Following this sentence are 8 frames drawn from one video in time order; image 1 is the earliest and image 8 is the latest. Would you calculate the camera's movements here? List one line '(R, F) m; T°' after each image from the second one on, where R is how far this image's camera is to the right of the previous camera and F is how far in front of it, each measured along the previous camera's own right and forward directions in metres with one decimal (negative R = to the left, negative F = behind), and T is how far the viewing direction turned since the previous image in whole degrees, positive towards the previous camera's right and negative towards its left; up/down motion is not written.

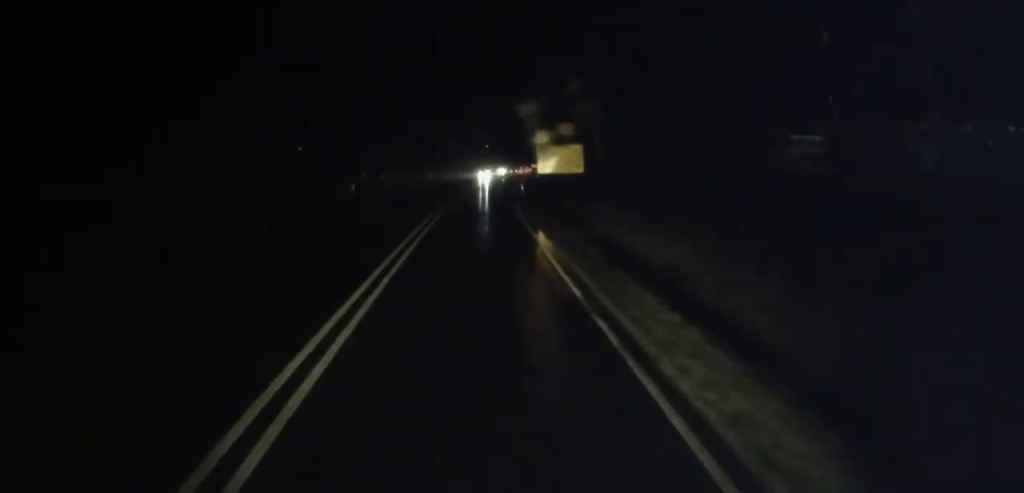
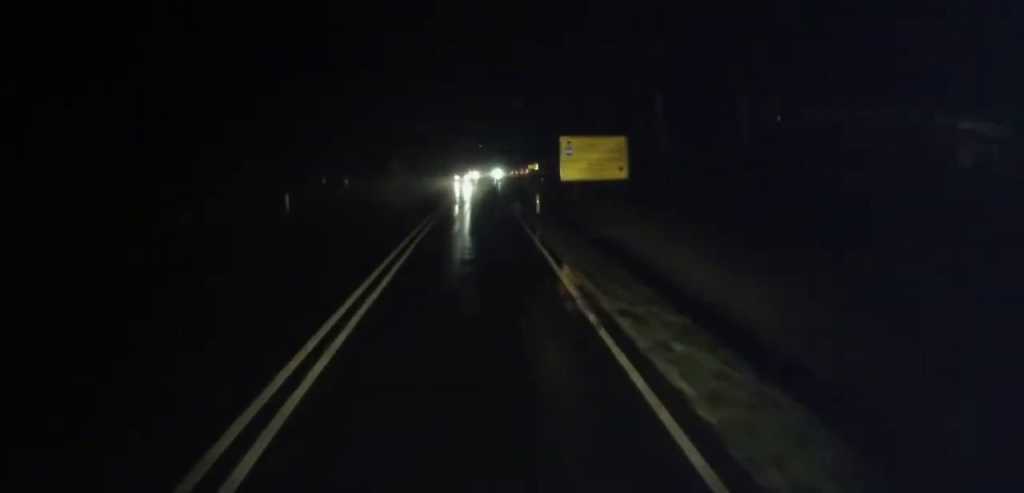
(-0.1, +16.5) m; 0°
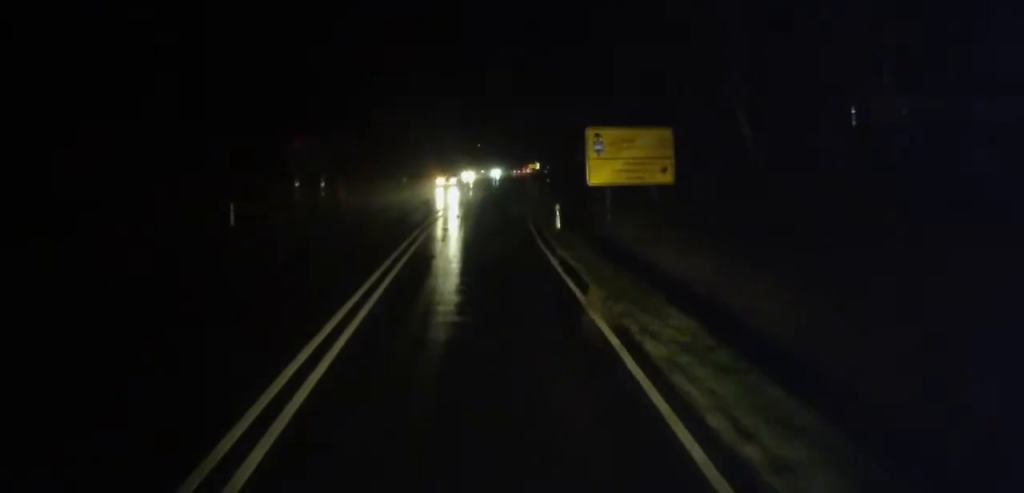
(0.0, +7.9) m; +1°
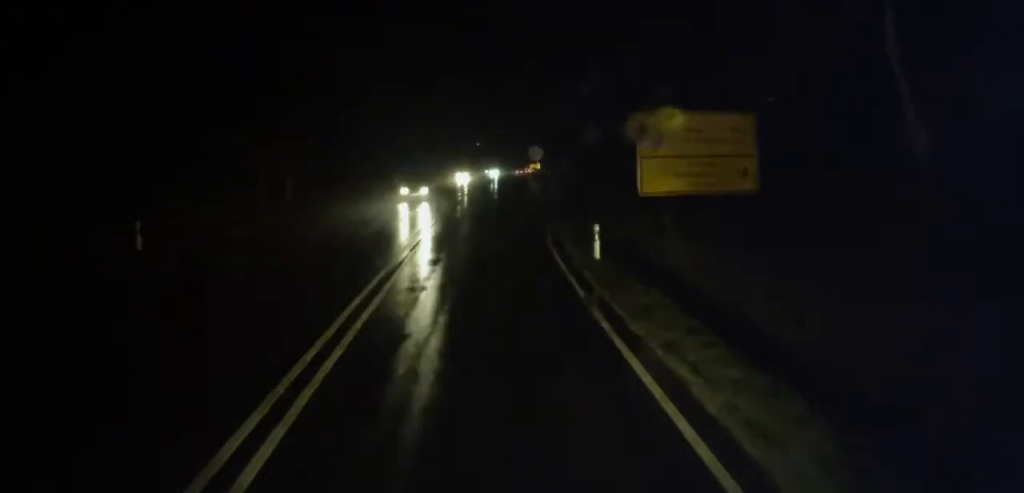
(0.0, +7.9) m; +1°
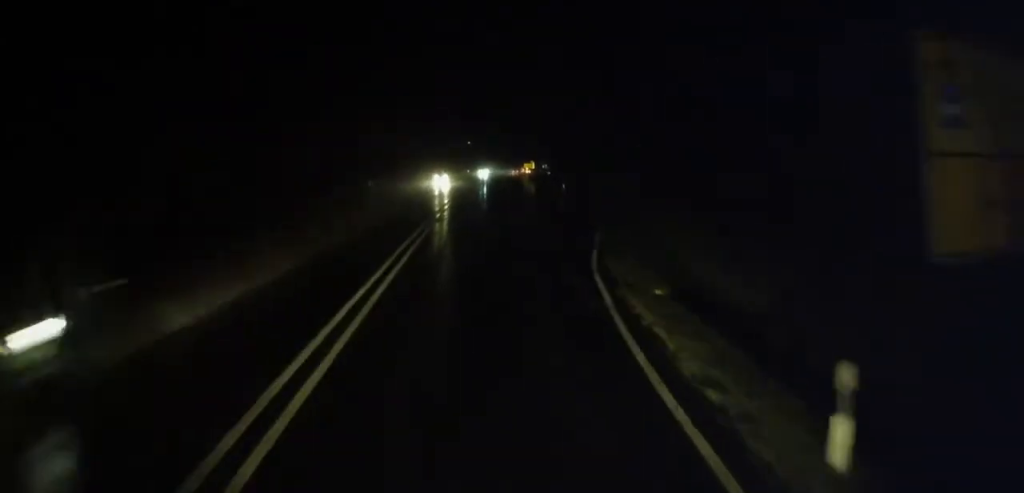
(+0.5, +11.8) m; +1°
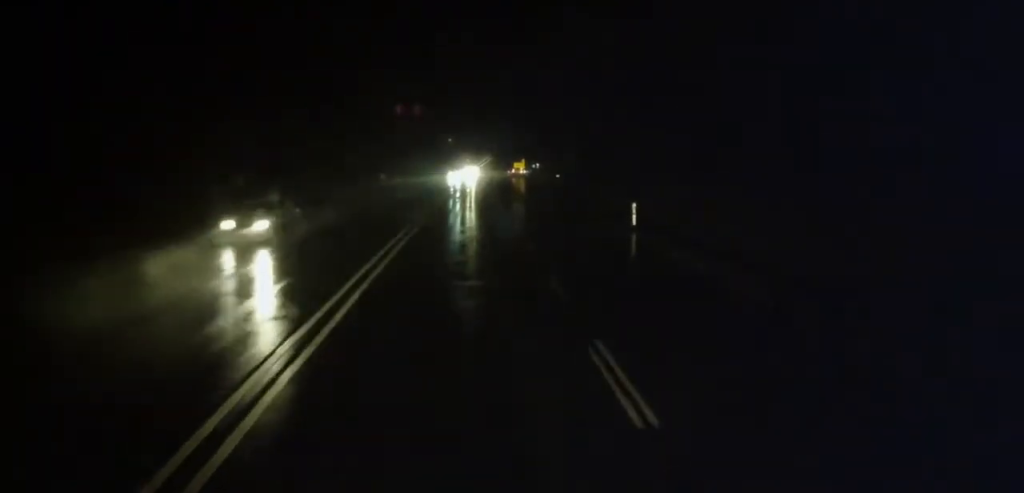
(-0.2, +29.2) m; +1°
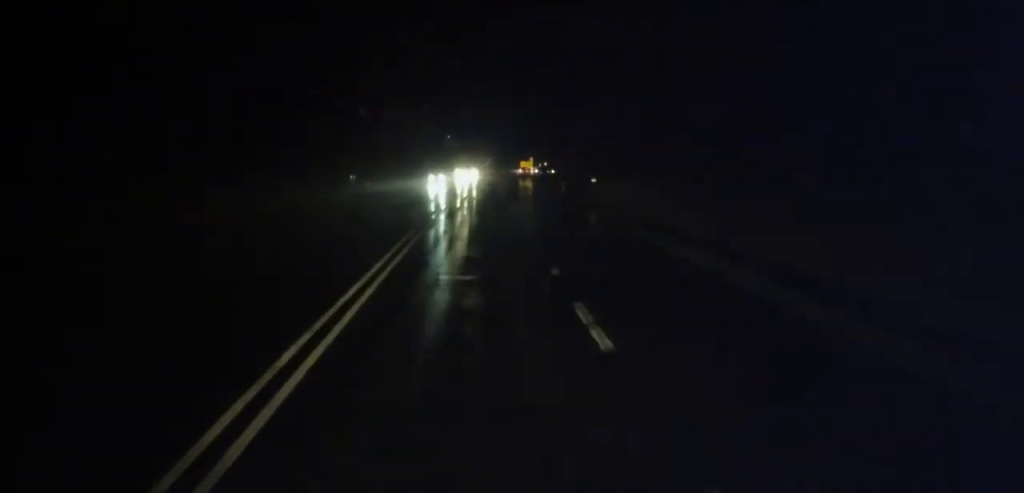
(+0.1, +21.5) m; 0°
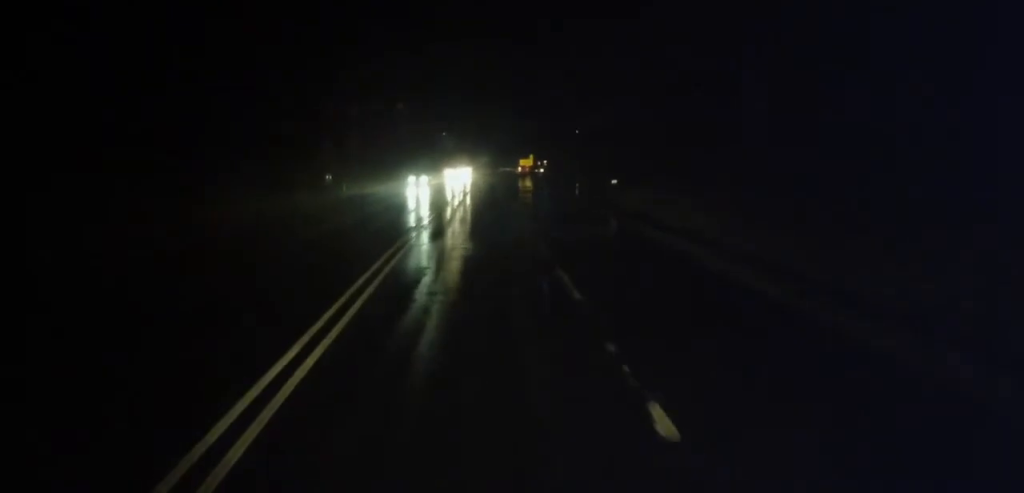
(-0.1, +9.1) m; 0°
